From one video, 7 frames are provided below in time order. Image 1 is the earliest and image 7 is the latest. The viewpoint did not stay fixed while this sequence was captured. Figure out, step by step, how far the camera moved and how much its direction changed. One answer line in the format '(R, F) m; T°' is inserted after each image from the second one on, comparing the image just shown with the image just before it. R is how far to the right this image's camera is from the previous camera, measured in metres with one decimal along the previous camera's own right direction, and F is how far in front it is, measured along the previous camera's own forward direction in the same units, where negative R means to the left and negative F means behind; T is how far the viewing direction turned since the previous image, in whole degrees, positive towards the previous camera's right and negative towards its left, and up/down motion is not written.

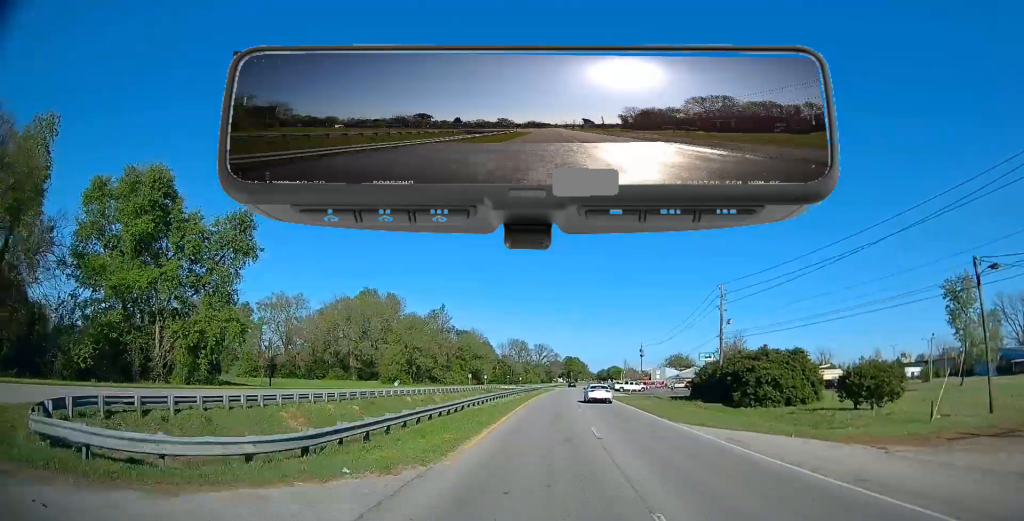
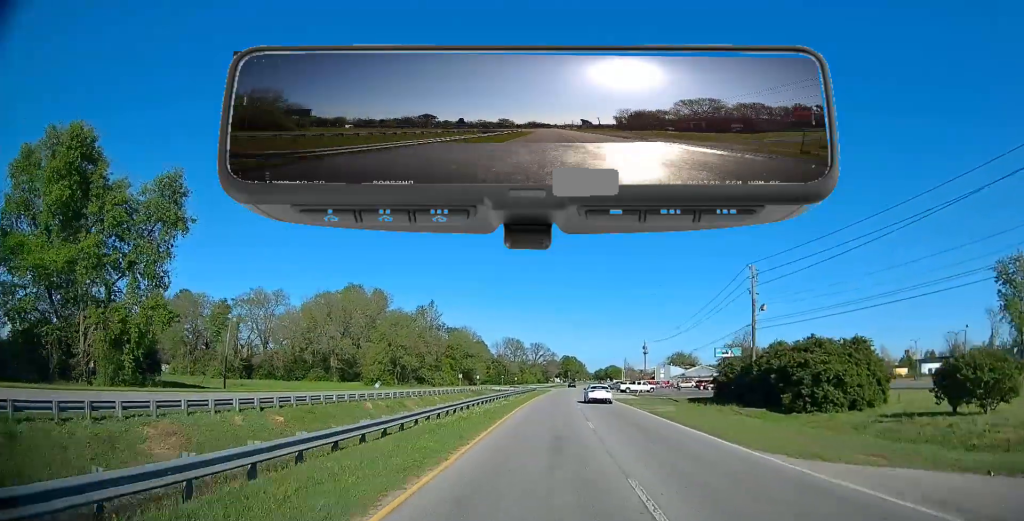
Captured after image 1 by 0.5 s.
(-0.1, +9.7) m; 0°
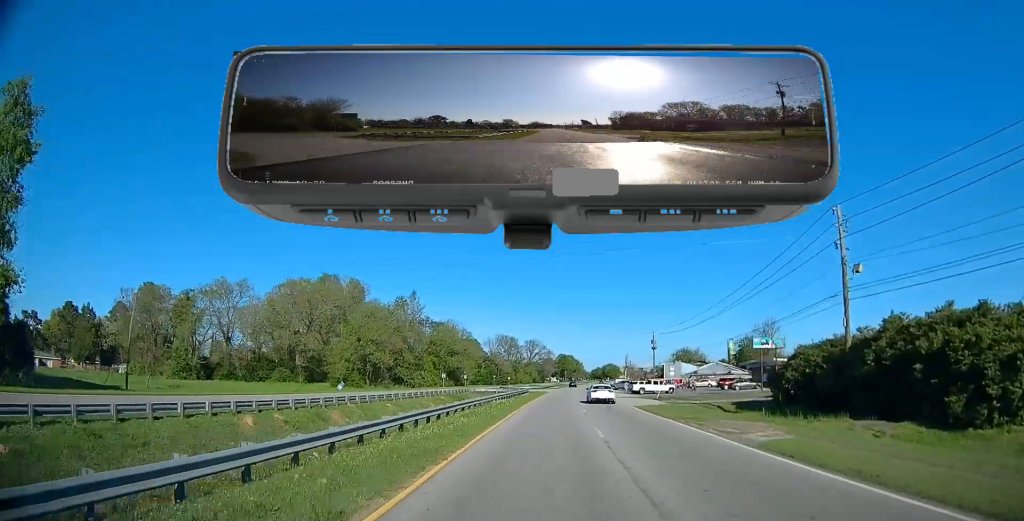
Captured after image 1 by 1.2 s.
(0.0, +15.3) m; 0°
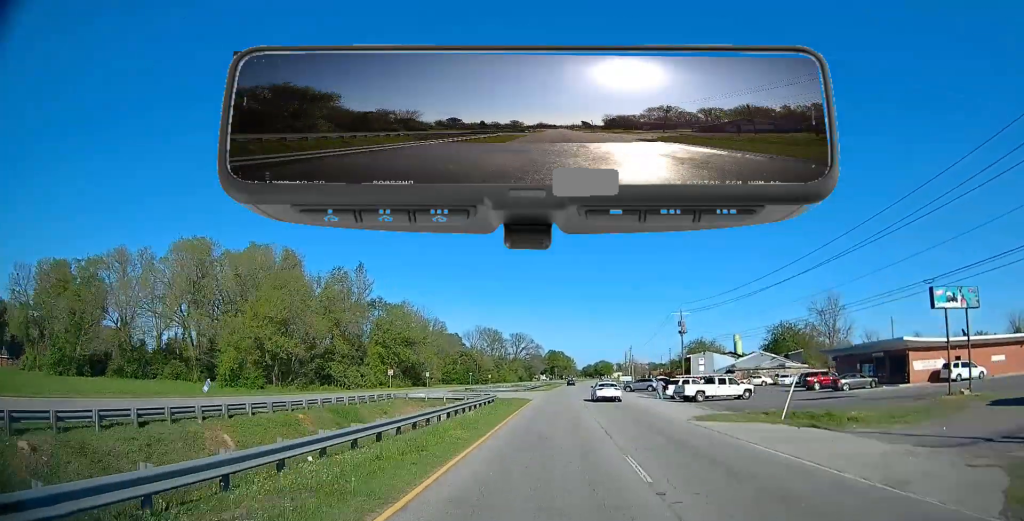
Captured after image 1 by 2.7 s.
(+0.4, +31.3) m; +2°
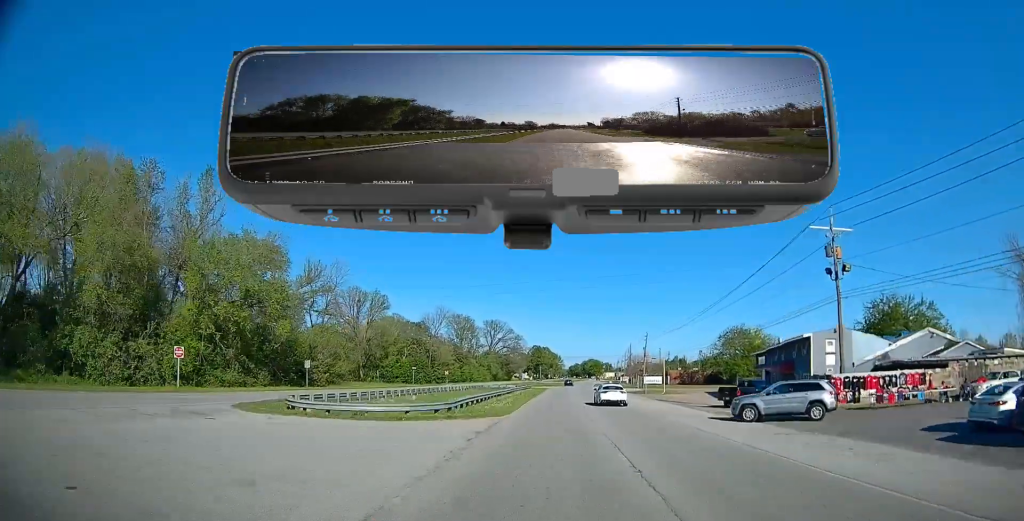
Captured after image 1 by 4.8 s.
(+0.6, +47.3) m; +1°
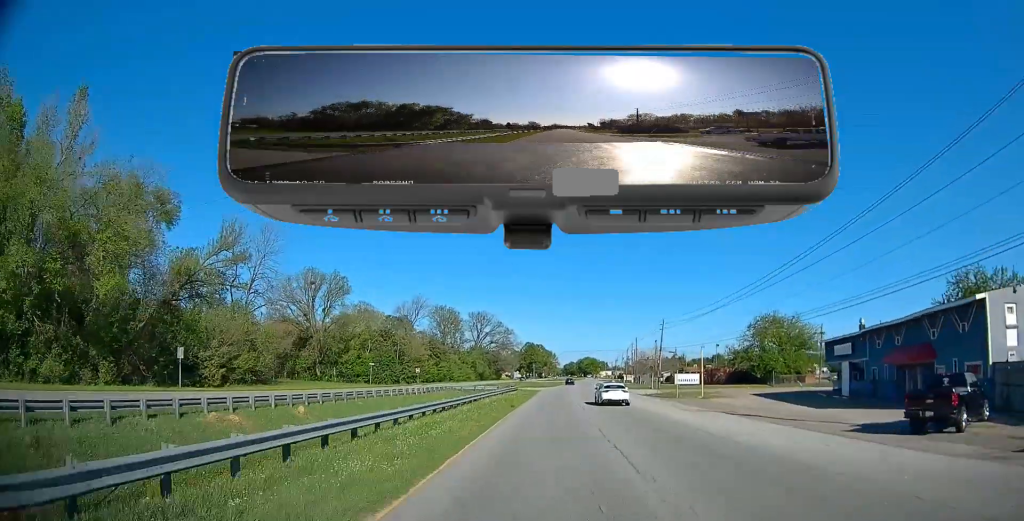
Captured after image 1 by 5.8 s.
(0.0, +21.5) m; 0°
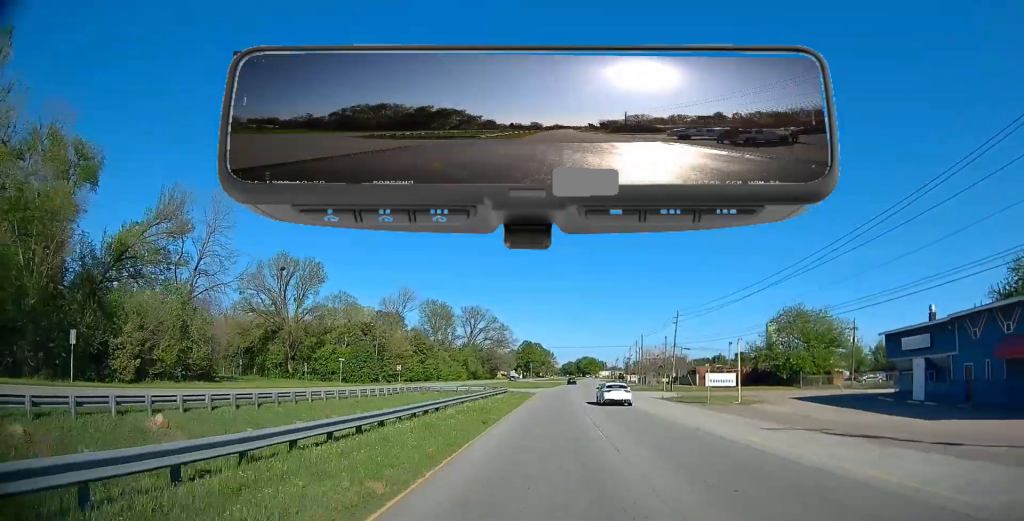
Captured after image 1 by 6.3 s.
(0.0, +11.2) m; +1°
